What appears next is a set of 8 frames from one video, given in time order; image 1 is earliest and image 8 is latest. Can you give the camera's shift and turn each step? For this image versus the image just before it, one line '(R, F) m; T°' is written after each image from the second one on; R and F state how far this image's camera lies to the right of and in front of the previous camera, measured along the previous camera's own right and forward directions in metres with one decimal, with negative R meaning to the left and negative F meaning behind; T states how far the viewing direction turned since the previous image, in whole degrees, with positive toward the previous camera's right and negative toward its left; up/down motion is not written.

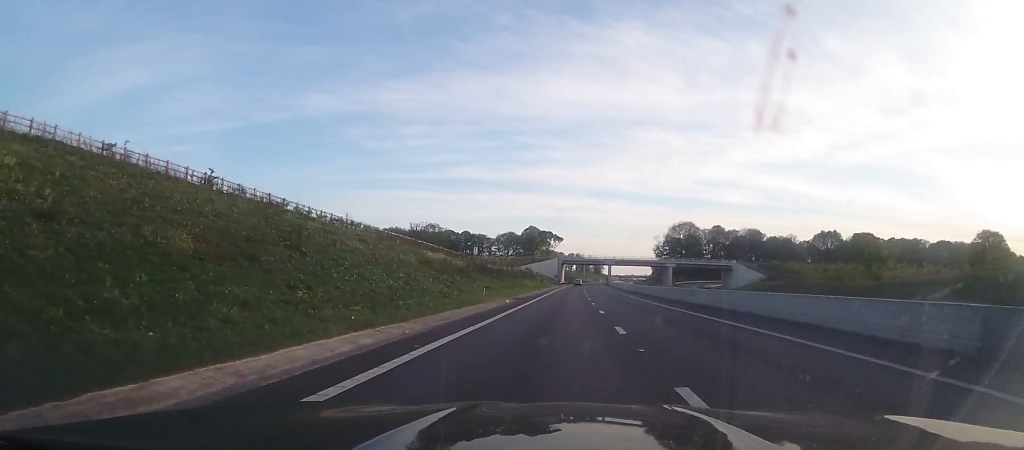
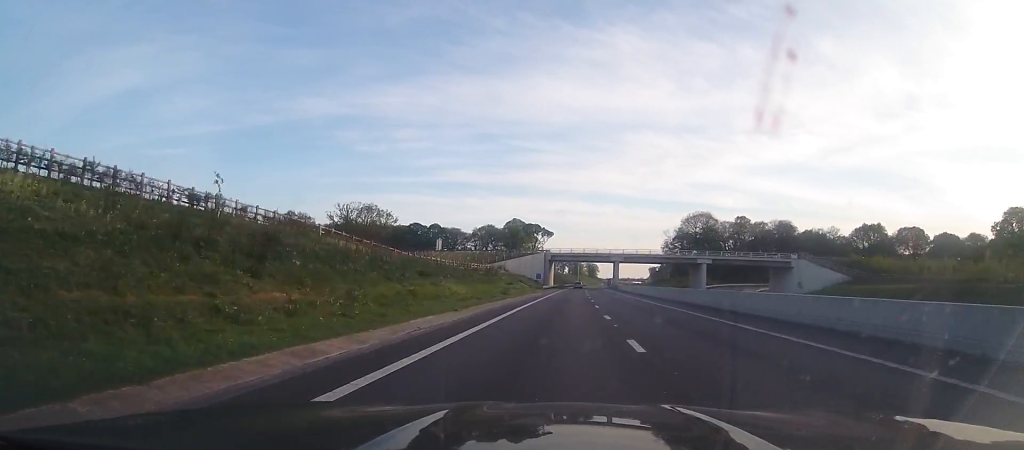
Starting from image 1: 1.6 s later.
(+0.6, +48.4) m; +1°
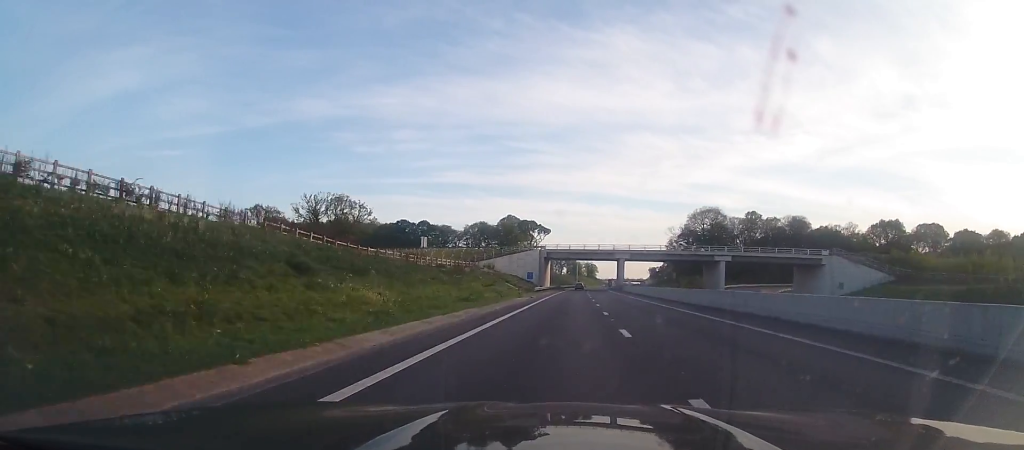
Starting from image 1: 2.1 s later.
(-0.1, +14.9) m; 0°
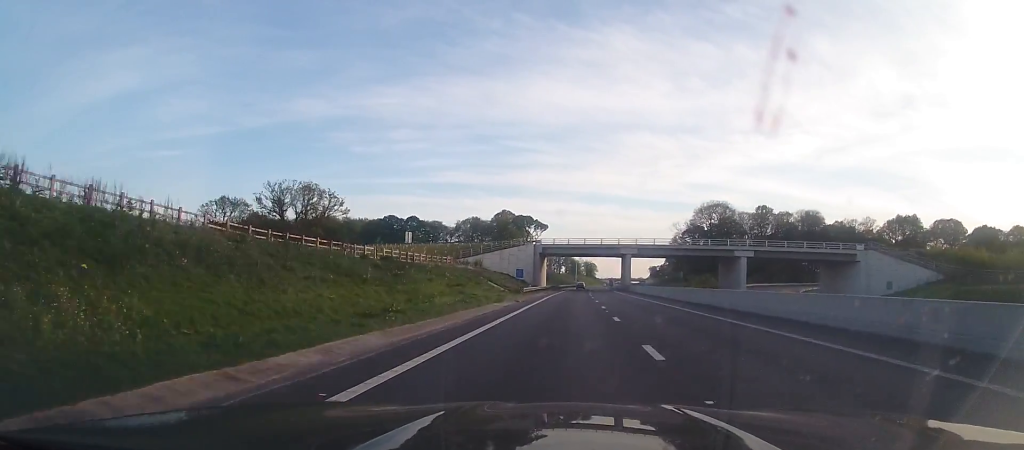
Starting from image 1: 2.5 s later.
(+0.1, +12.8) m; 0°
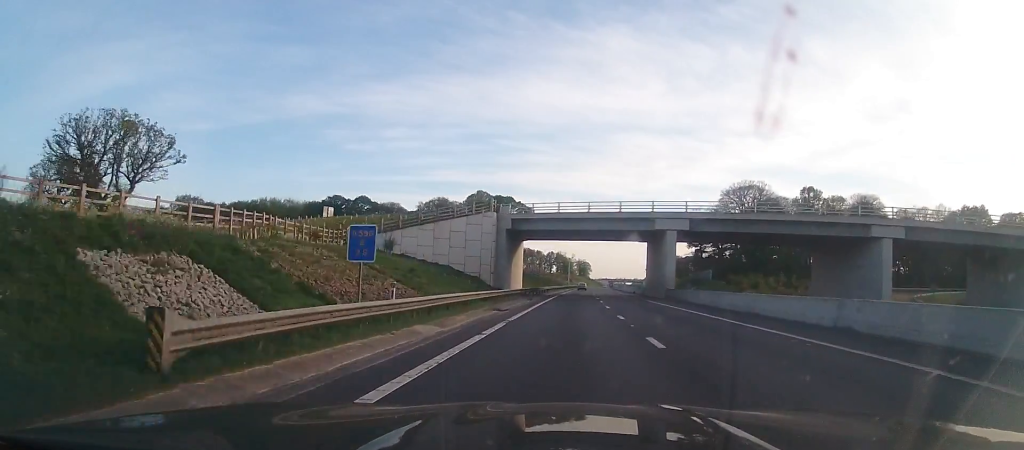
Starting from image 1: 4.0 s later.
(+0.4, +43.8) m; +1°
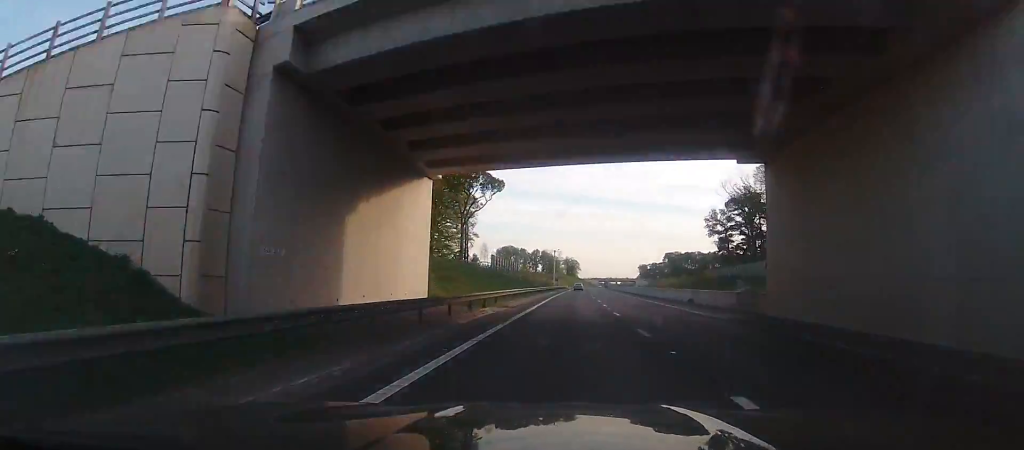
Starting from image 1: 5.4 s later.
(+0.3, +44.1) m; +1°
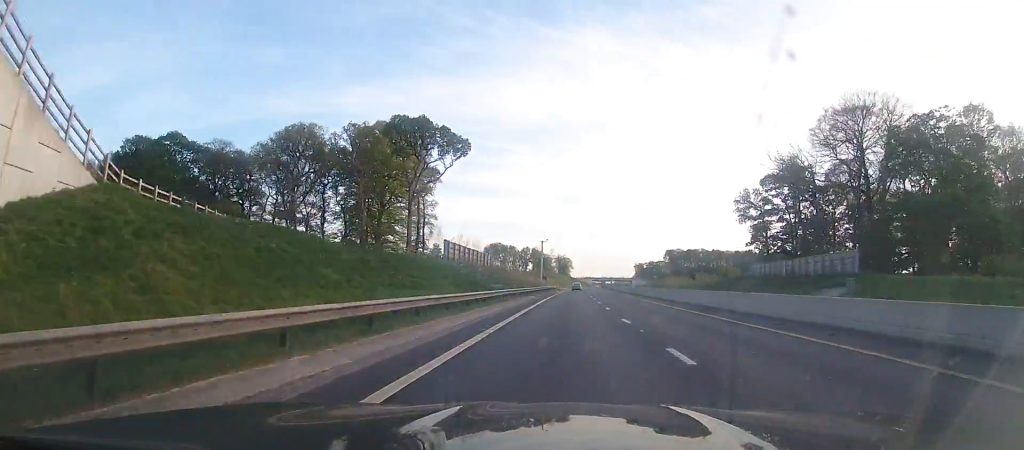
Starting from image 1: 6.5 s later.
(+0.4, +32.2) m; +1°
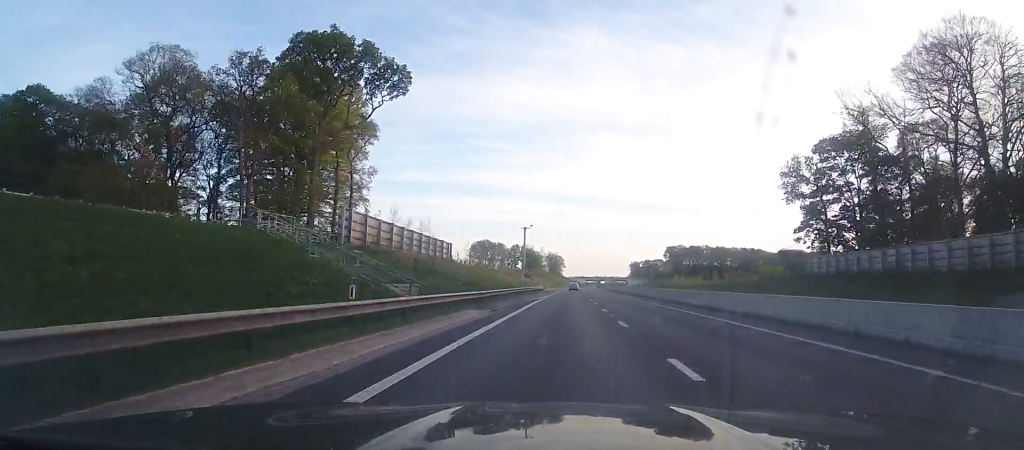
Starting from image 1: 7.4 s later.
(+0.2, +29.0) m; +1°
